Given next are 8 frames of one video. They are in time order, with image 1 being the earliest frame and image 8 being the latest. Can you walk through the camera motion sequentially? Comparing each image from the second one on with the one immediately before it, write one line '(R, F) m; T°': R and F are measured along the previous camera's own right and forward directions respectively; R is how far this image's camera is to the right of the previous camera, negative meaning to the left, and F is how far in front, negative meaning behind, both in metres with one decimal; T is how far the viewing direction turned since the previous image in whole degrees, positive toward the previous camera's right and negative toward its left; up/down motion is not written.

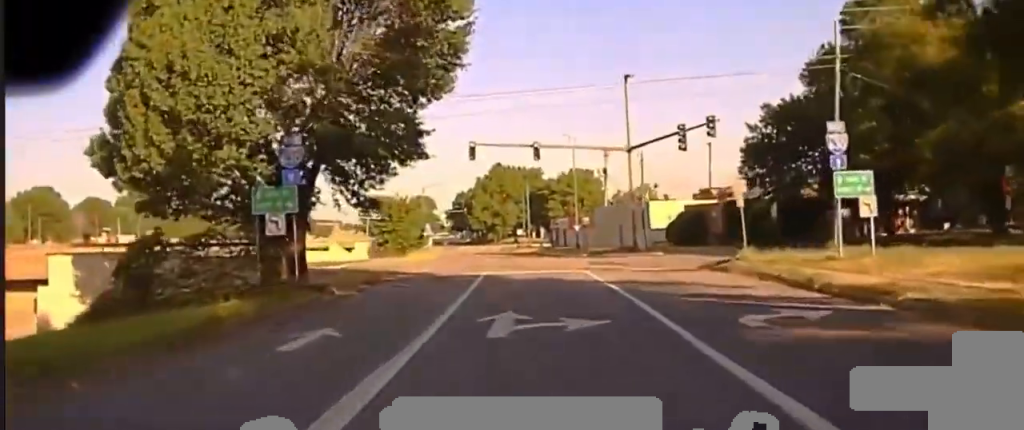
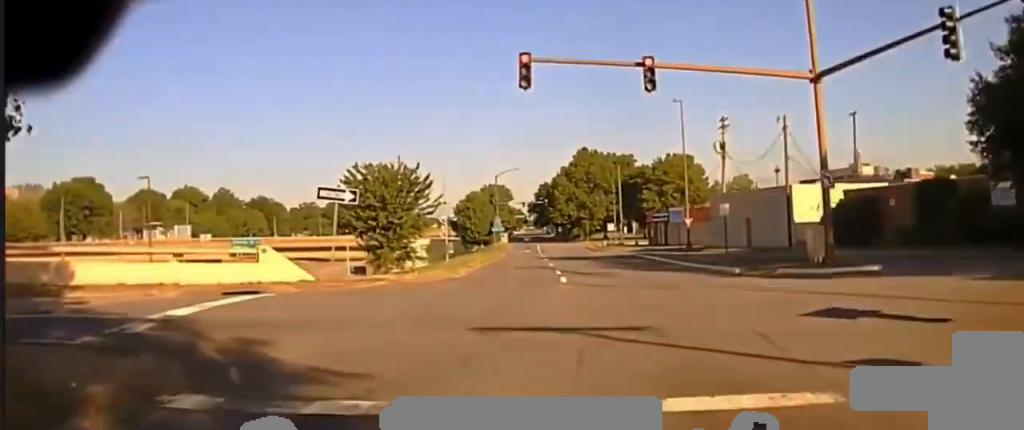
(-1.0, +24.7) m; -9°
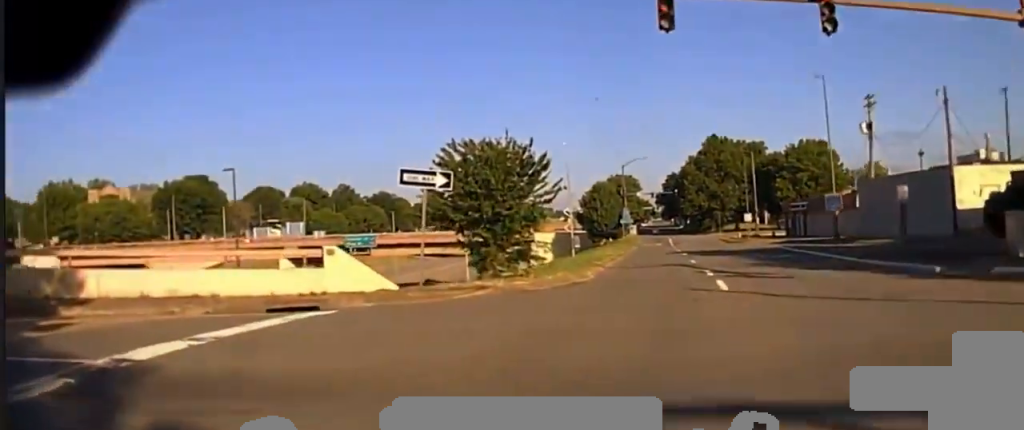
(-0.2, +7.5) m; -7°
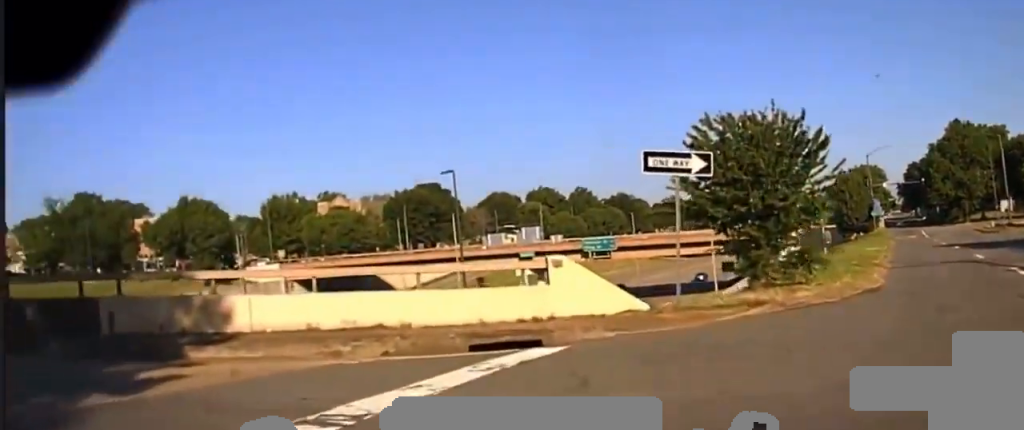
(-0.8, +6.0) m; -15°
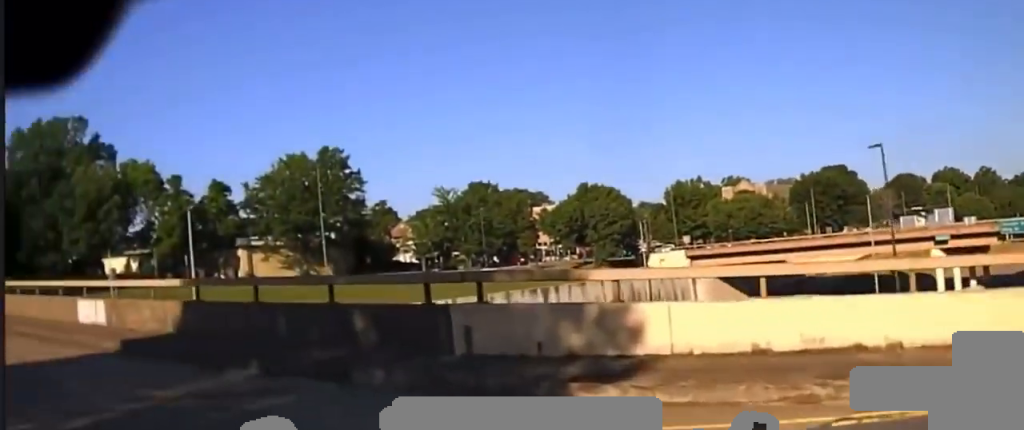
(-0.8, +5.8) m; -22°
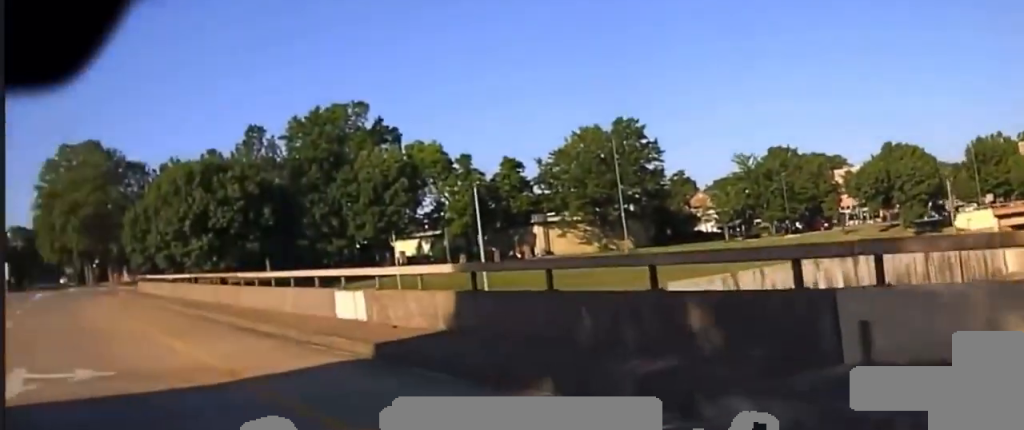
(-0.6, +3.6) m; -18°
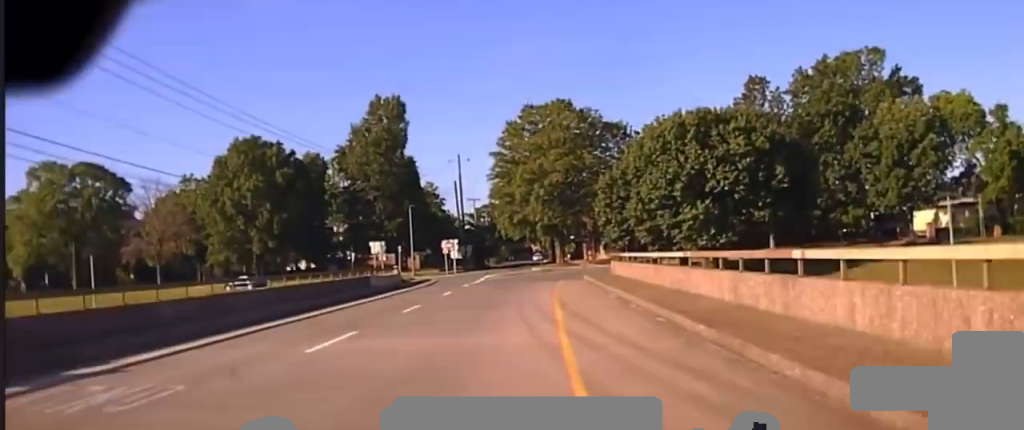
(-6.1, +13.4) m; -36°
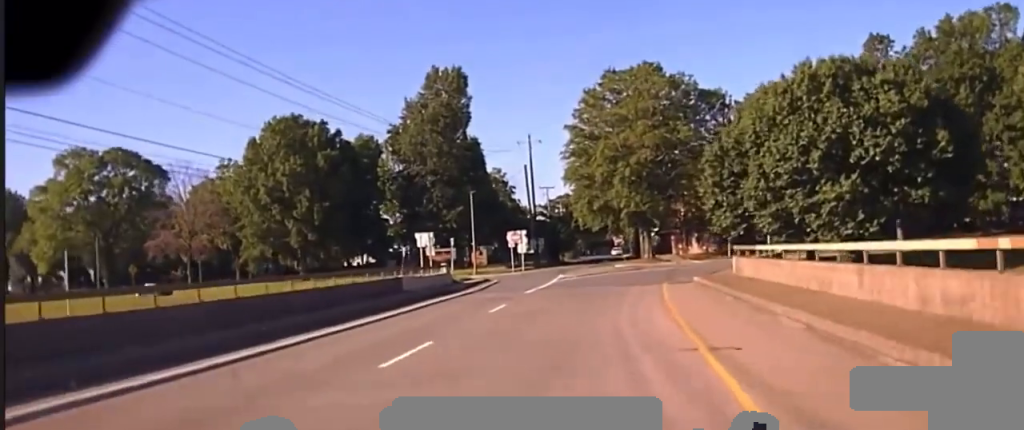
(-1.5, +15.1) m; -7°
